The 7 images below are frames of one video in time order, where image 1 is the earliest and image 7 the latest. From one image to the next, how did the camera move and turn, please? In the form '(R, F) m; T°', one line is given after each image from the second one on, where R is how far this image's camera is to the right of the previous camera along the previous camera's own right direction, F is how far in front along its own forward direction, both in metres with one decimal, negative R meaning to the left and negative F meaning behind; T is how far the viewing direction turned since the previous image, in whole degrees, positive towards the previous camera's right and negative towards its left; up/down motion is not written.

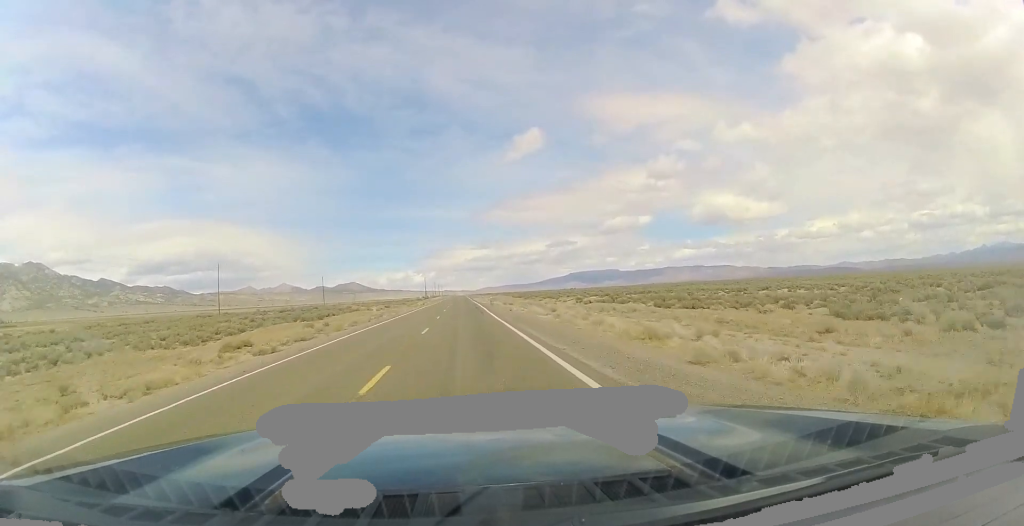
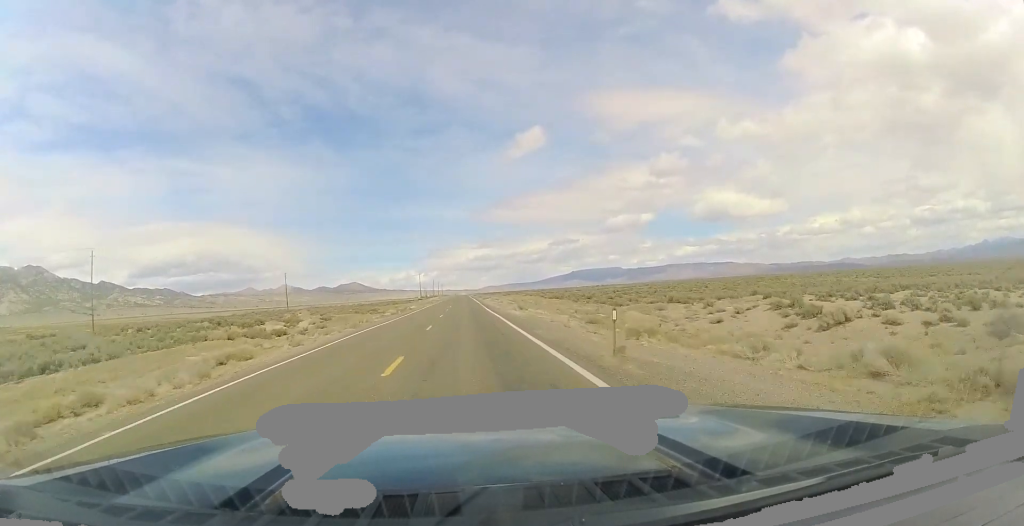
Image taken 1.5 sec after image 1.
(+0.4, +52.8) m; 0°
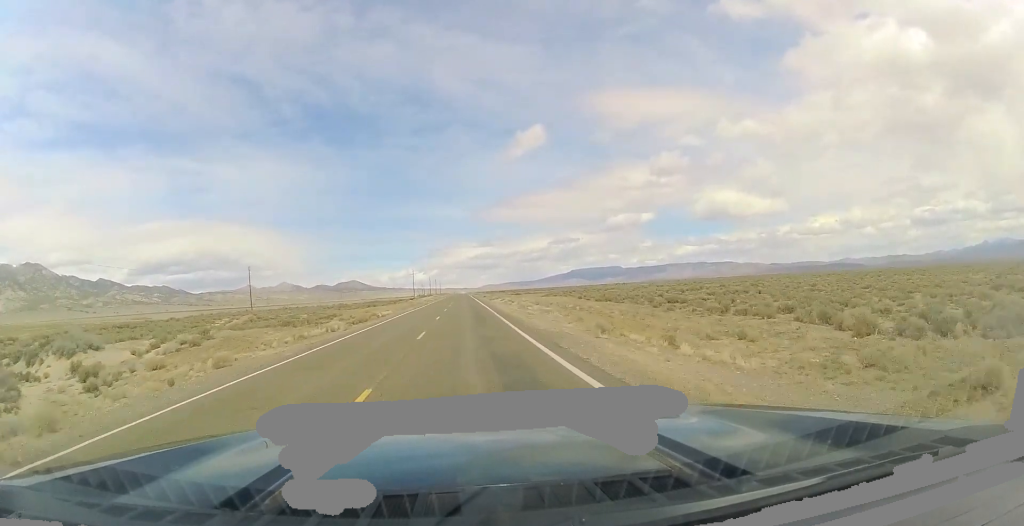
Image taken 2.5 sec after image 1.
(-0.2, +32.2) m; 0°
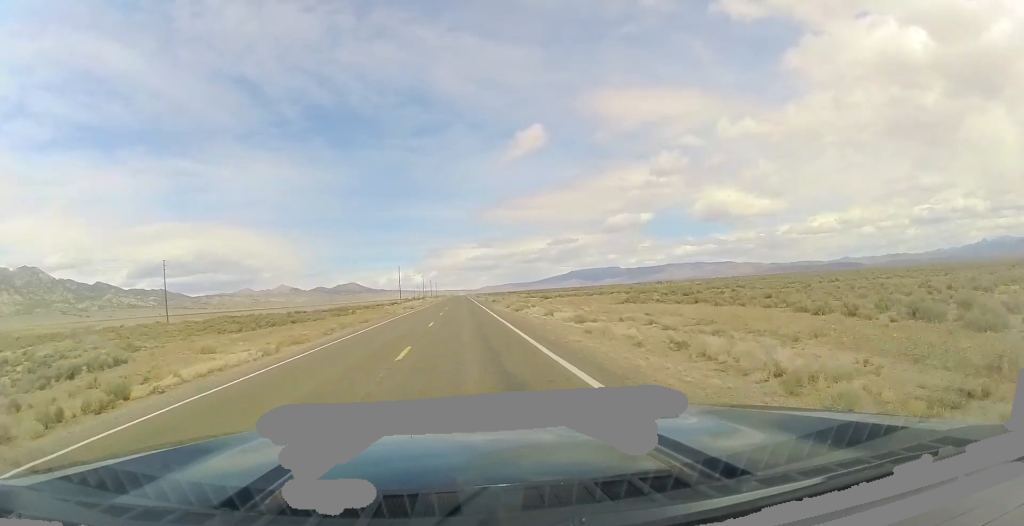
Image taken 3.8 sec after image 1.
(-0.1, +47.1) m; 0°
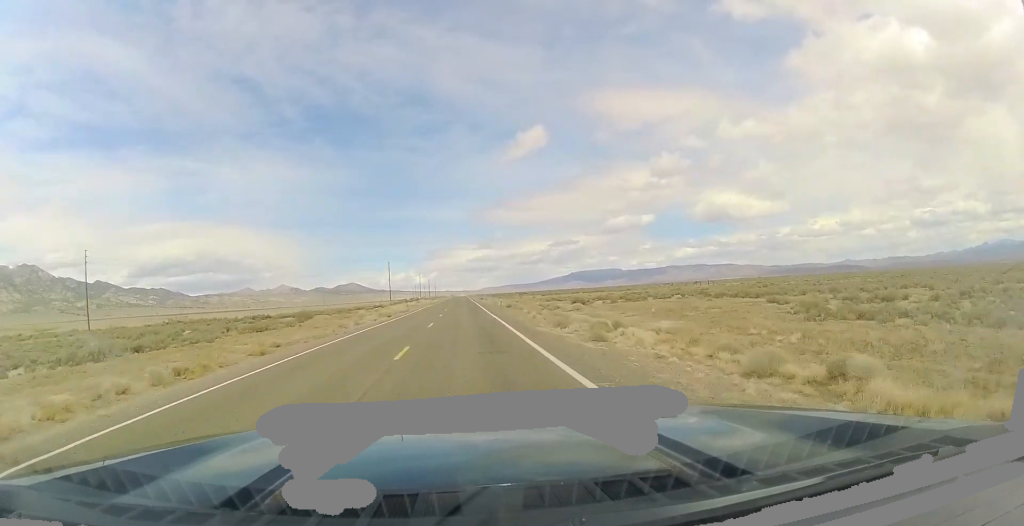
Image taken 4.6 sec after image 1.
(0.0, +27.6) m; 0°
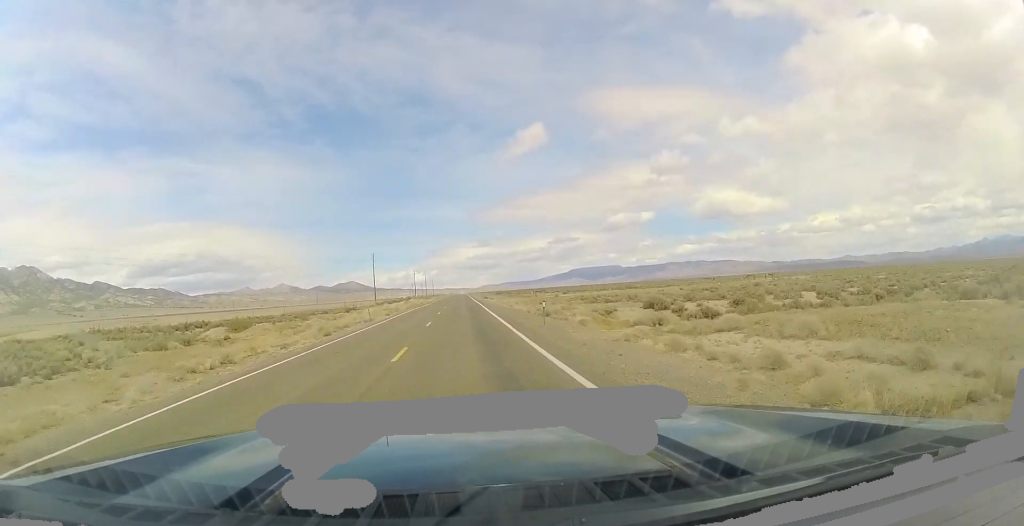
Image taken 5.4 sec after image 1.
(-0.1, +27.6) m; 0°
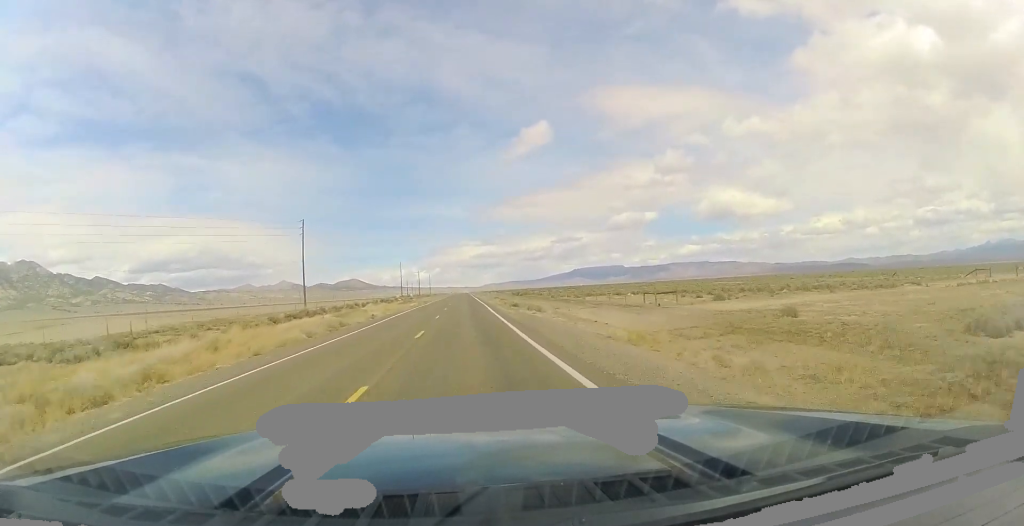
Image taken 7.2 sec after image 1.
(+0.9, +62.1) m; +1°
